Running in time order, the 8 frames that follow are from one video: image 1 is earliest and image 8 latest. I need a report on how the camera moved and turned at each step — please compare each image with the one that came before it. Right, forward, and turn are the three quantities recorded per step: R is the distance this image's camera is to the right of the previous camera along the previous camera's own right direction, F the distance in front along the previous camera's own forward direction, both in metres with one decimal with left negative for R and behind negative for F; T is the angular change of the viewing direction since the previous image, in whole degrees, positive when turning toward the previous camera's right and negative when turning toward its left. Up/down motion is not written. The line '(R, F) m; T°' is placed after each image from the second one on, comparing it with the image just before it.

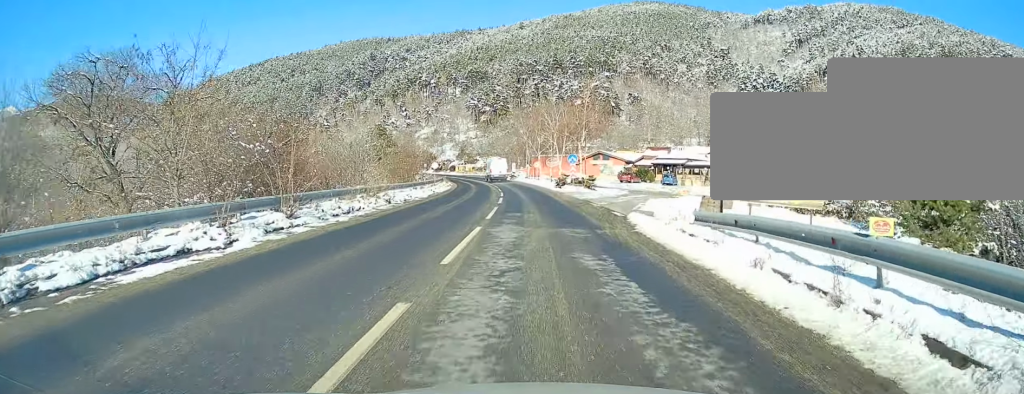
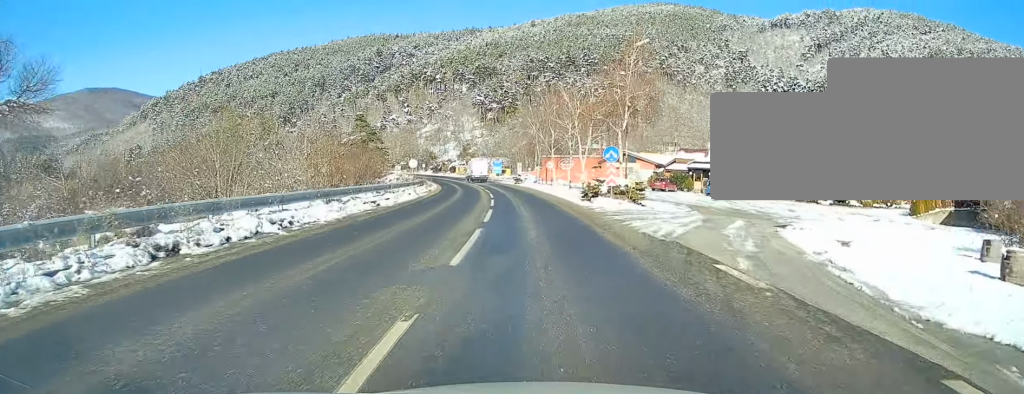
(-0.3, +18.0) m; -2°
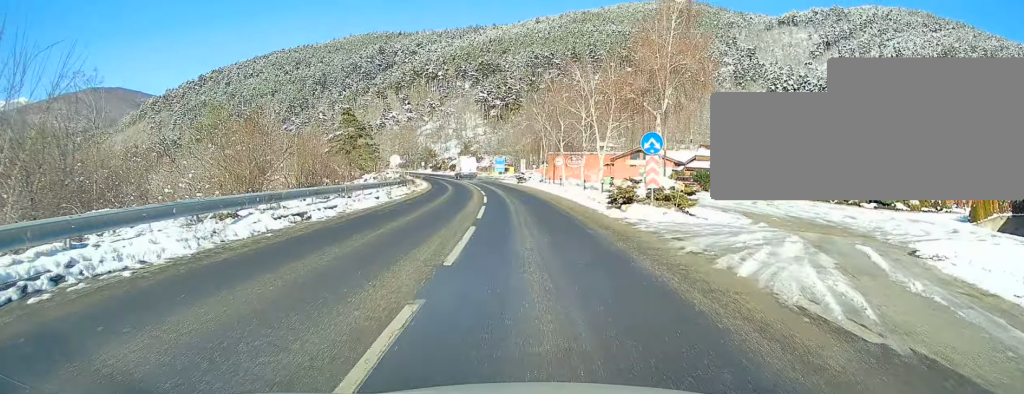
(-0.1, +8.7) m; -1°
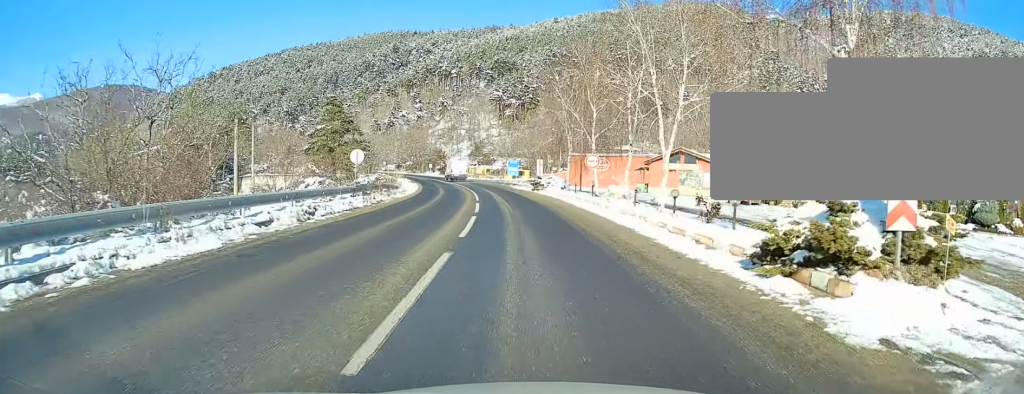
(+0.1, +13.5) m; -1°
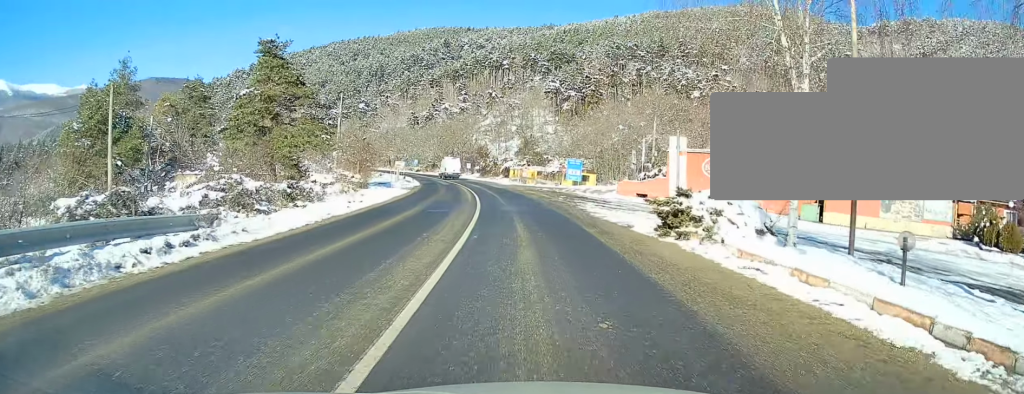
(-1.7, +30.3) m; -6°
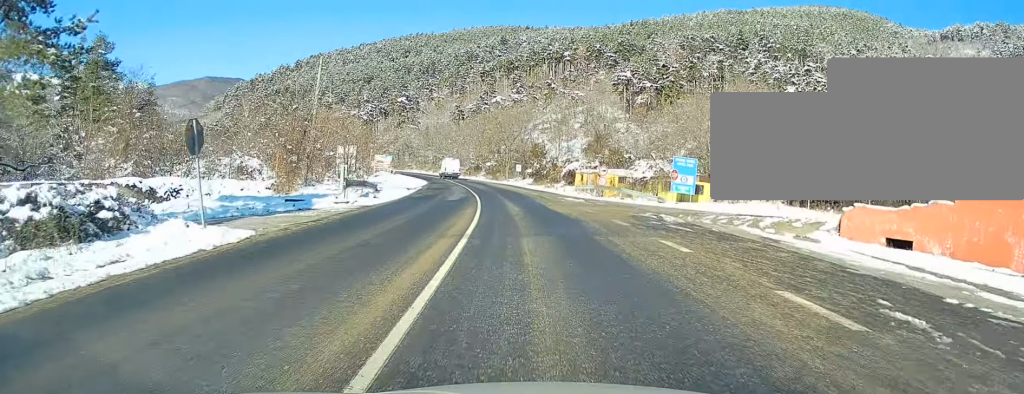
(-1.2, +30.6) m; -5°
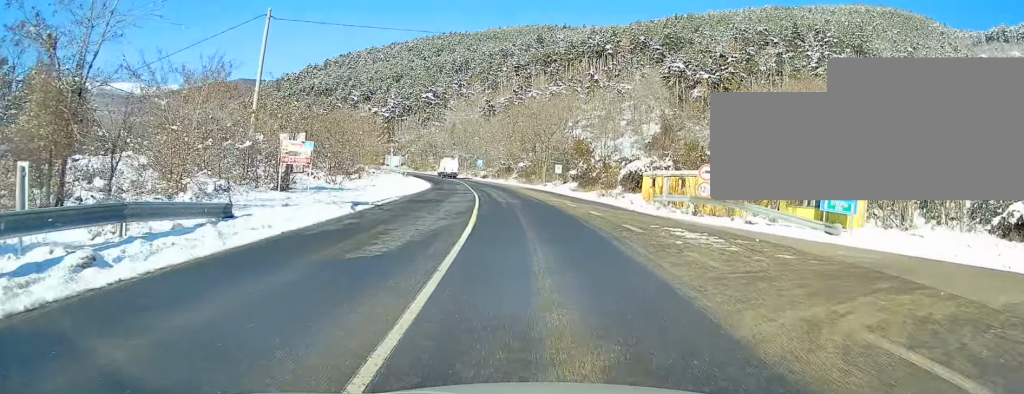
(-0.5, +19.6) m; -3°
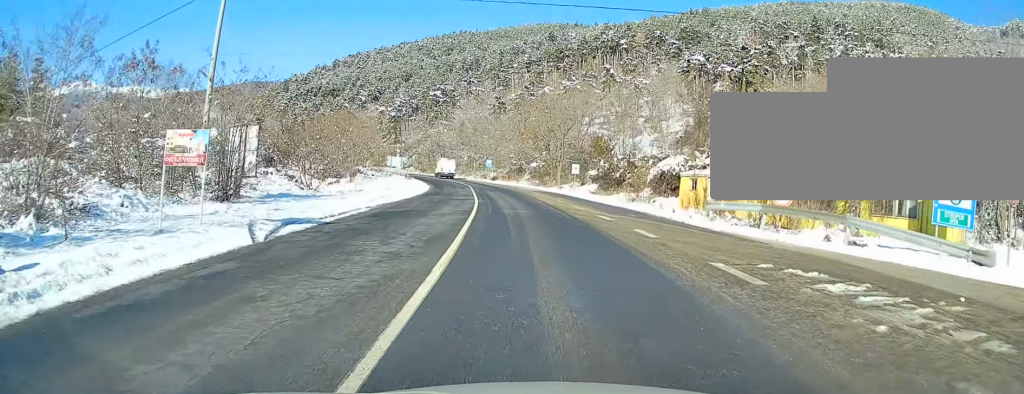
(+0.2, +7.5) m; -1°
